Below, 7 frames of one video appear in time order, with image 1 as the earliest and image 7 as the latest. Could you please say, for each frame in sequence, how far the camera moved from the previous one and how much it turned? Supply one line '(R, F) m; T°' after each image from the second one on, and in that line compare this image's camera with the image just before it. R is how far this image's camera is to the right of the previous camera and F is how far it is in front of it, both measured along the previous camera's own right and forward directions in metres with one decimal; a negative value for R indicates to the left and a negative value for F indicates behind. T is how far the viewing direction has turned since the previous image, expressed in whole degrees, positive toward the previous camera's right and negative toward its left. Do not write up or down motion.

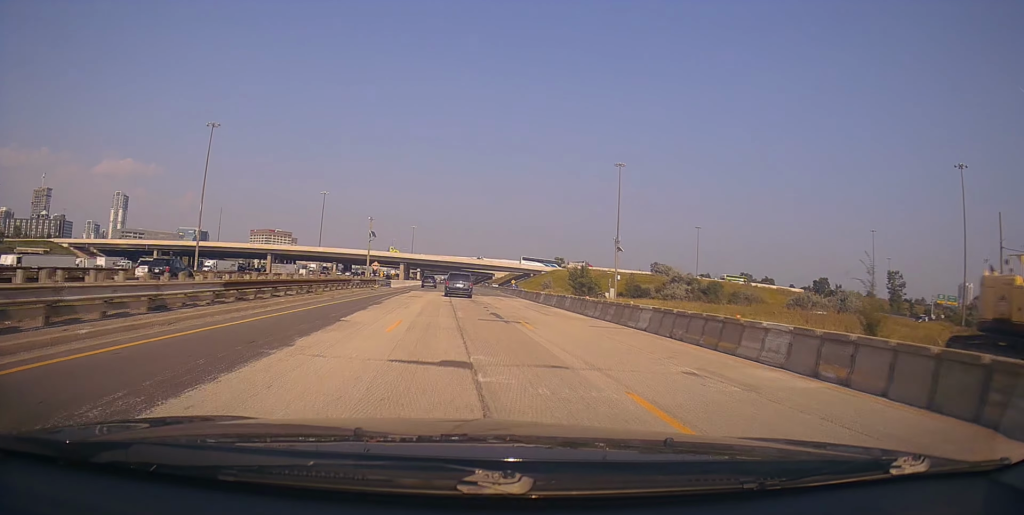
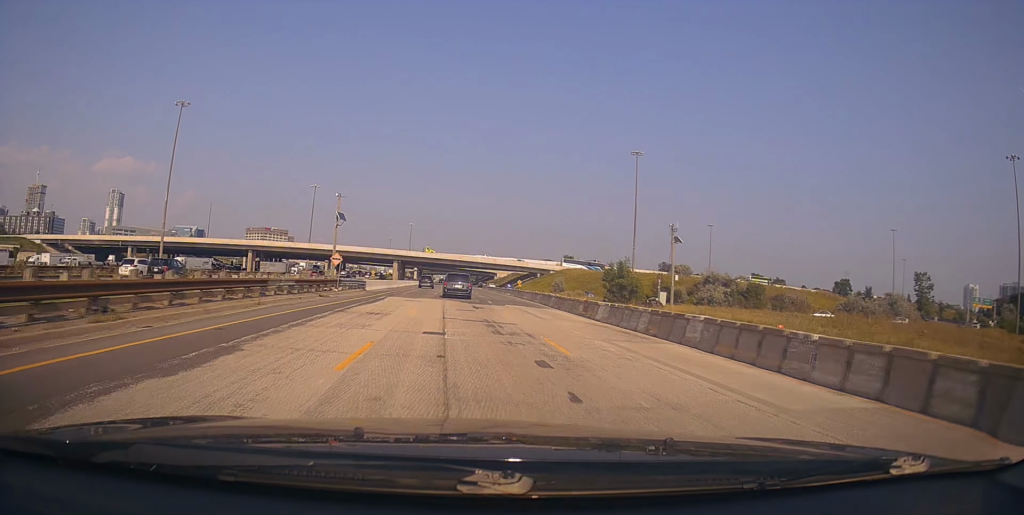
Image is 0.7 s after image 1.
(-0.3, +17.3) m; -1°
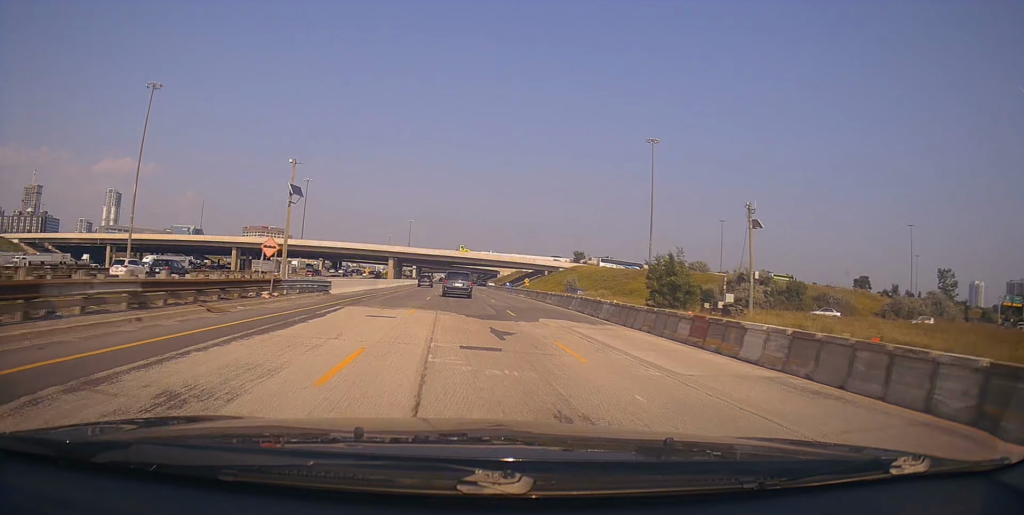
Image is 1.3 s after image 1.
(-0.1, +13.3) m; 0°
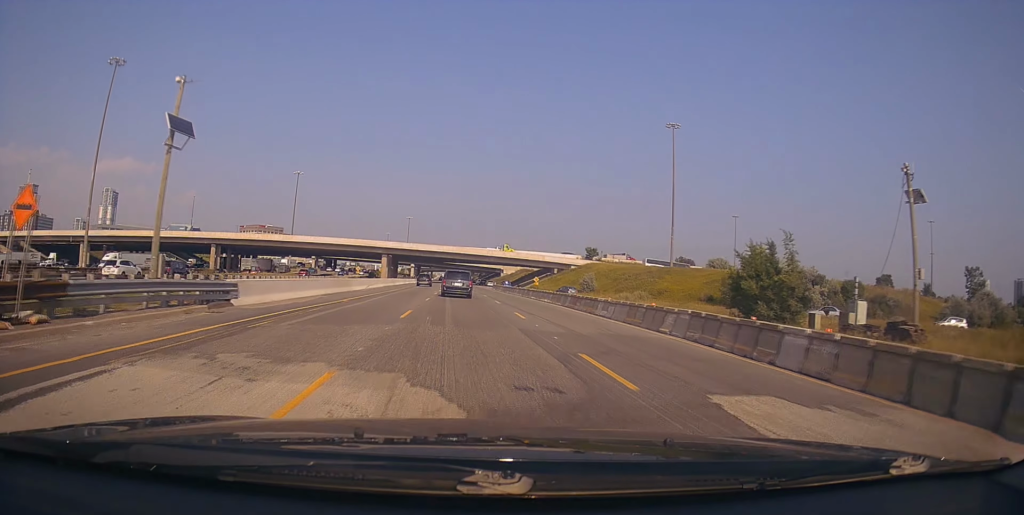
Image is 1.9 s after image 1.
(-0.1, +14.7) m; +1°
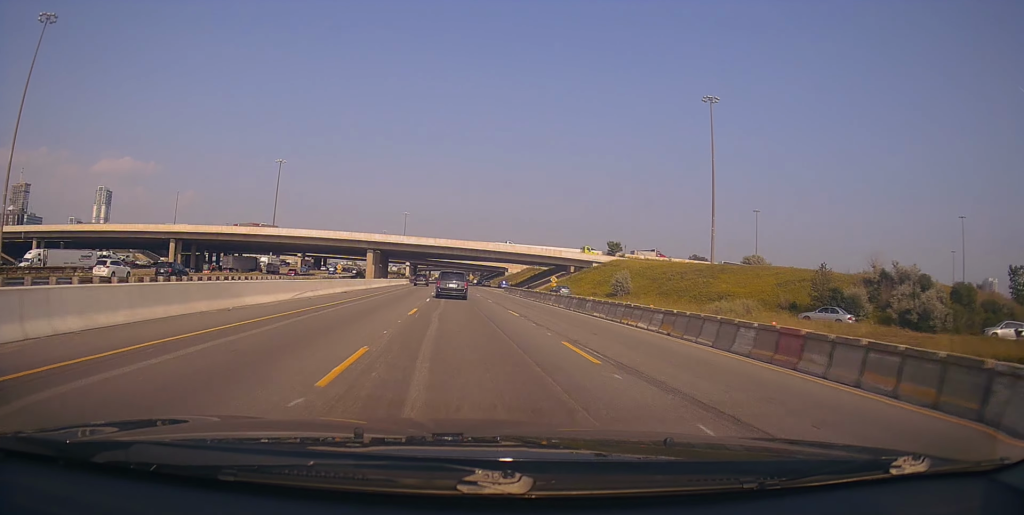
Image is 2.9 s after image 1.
(+0.5, +22.1) m; 0°
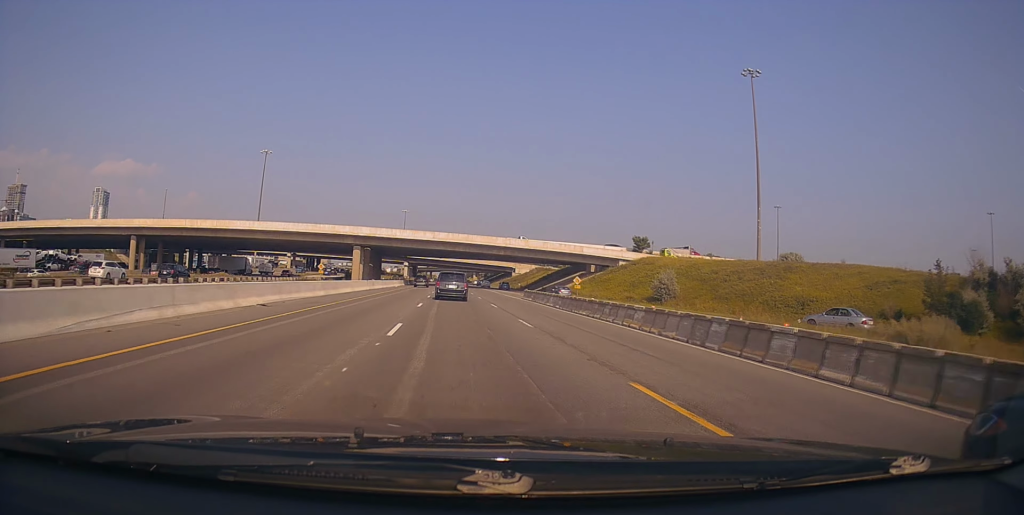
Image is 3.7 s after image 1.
(-0.3, +17.2) m; 0°
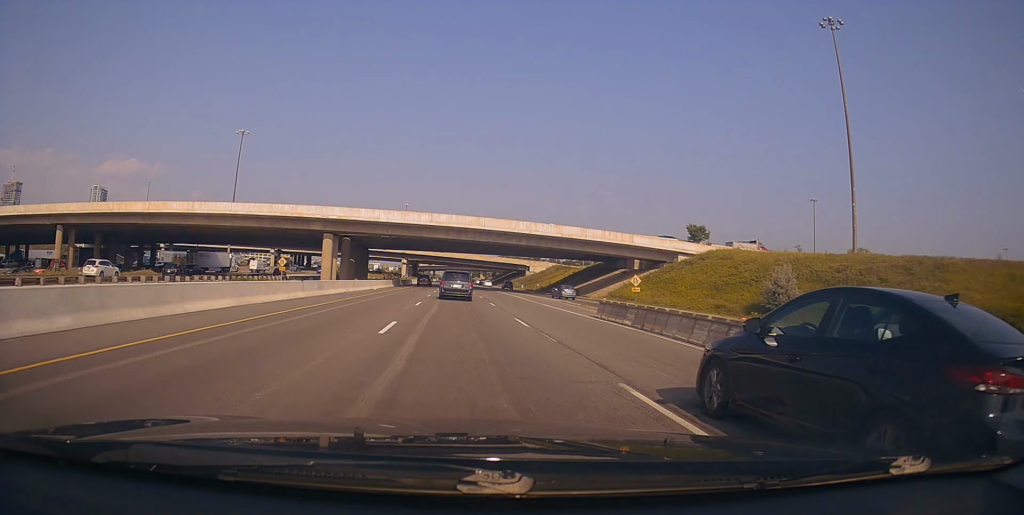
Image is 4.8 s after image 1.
(+0.1, +24.6) m; 0°
